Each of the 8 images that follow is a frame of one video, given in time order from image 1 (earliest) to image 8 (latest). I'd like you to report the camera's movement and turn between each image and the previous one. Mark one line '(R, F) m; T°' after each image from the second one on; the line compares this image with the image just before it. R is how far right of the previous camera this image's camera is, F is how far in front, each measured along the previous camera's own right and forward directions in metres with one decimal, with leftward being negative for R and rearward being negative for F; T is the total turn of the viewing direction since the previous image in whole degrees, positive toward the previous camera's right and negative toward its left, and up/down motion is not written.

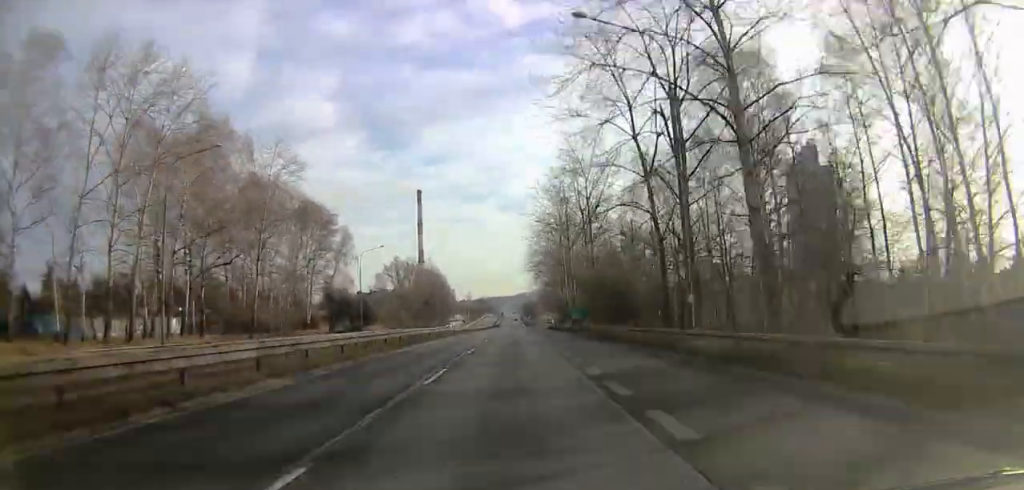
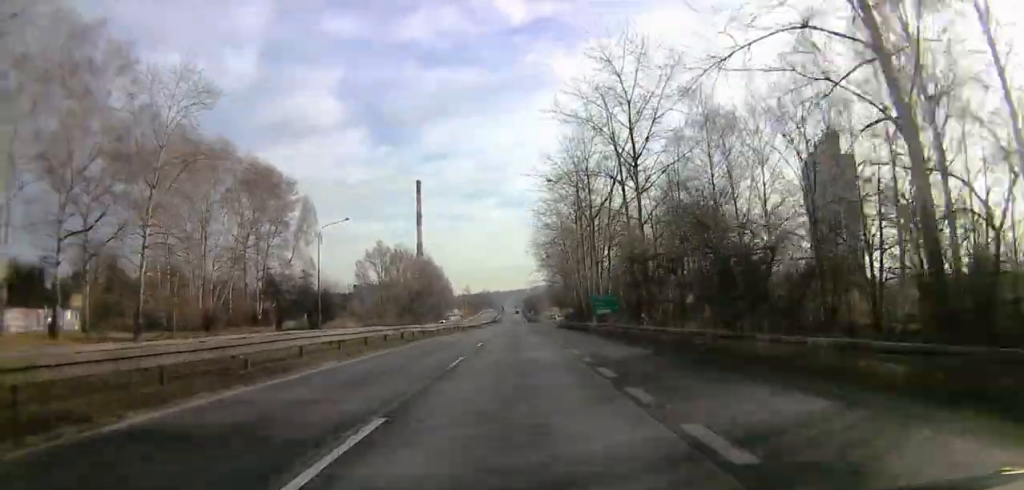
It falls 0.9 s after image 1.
(-0.4, +18.6) m; -2°
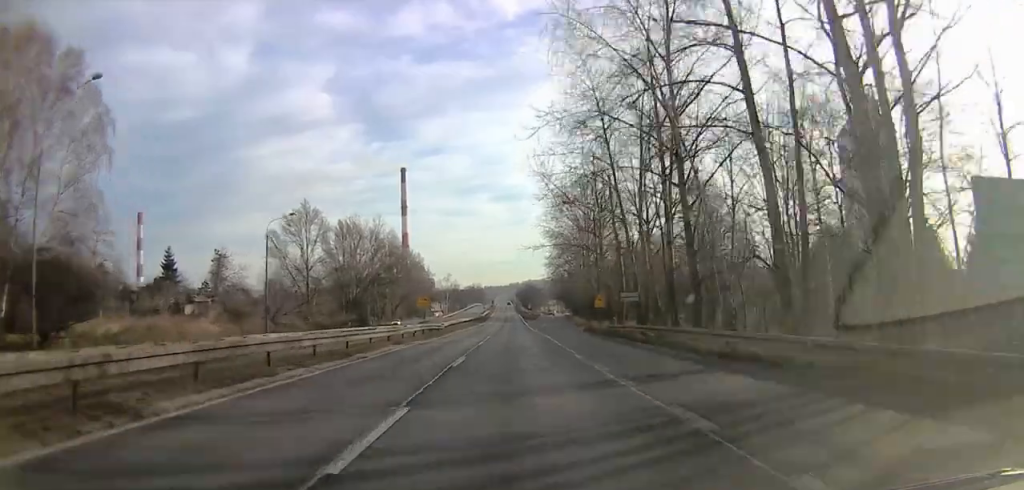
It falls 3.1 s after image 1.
(+0.1, +49.3) m; +1°
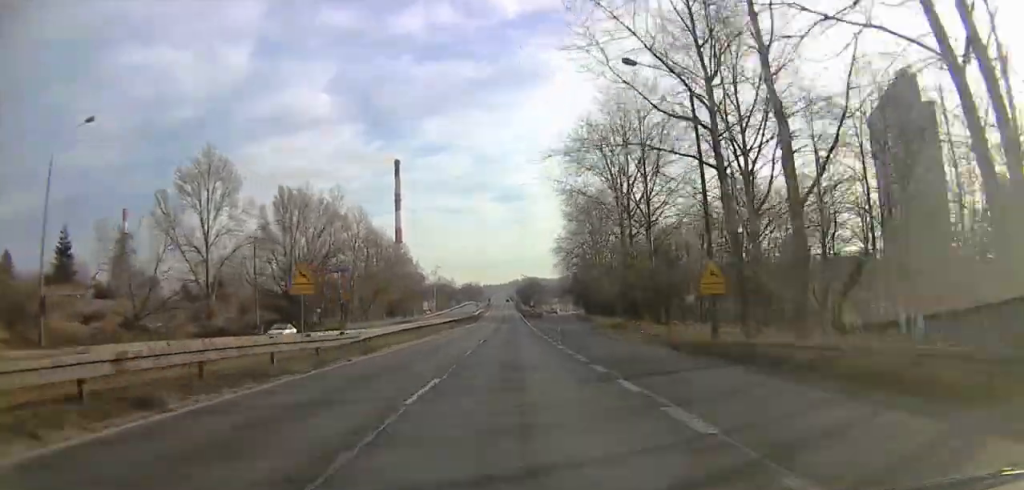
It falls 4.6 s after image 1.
(-0.8, +34.7) m; -2°
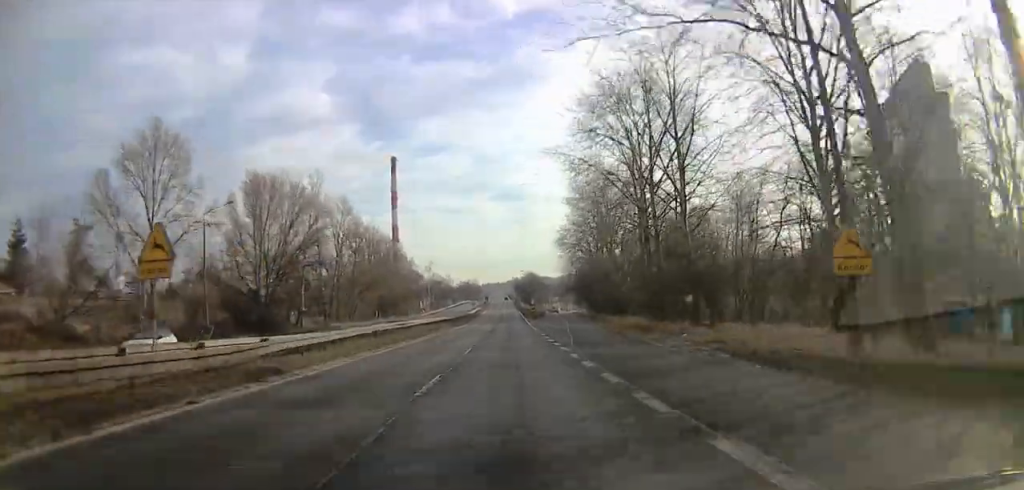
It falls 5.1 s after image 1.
(+0.2, +10.9) m; 0°
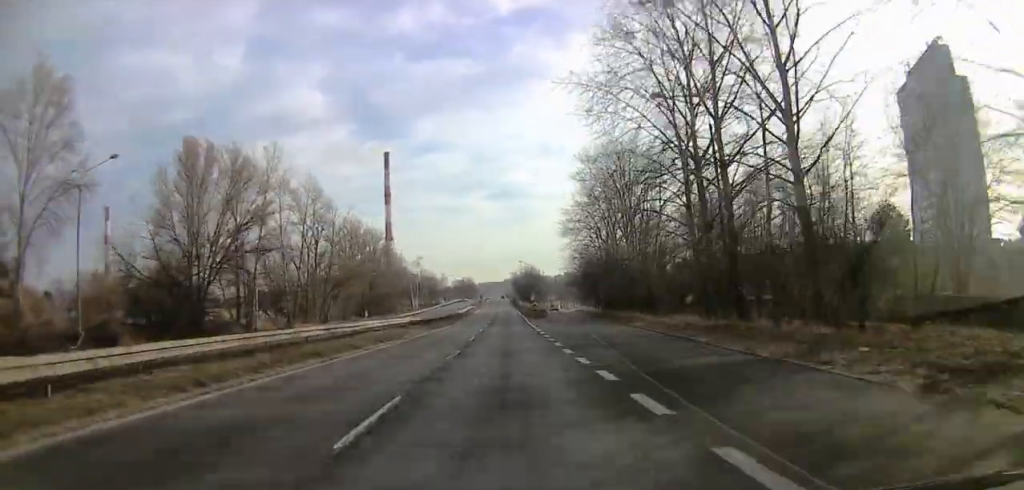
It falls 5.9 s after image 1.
(+0.1, +16.9) m; 0°
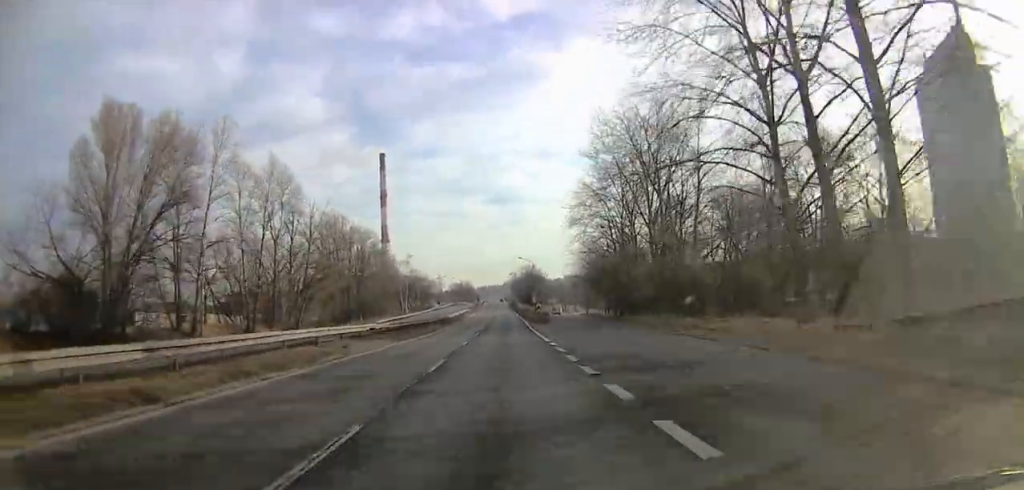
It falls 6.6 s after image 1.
(-0.1, +14.3) m; 0°
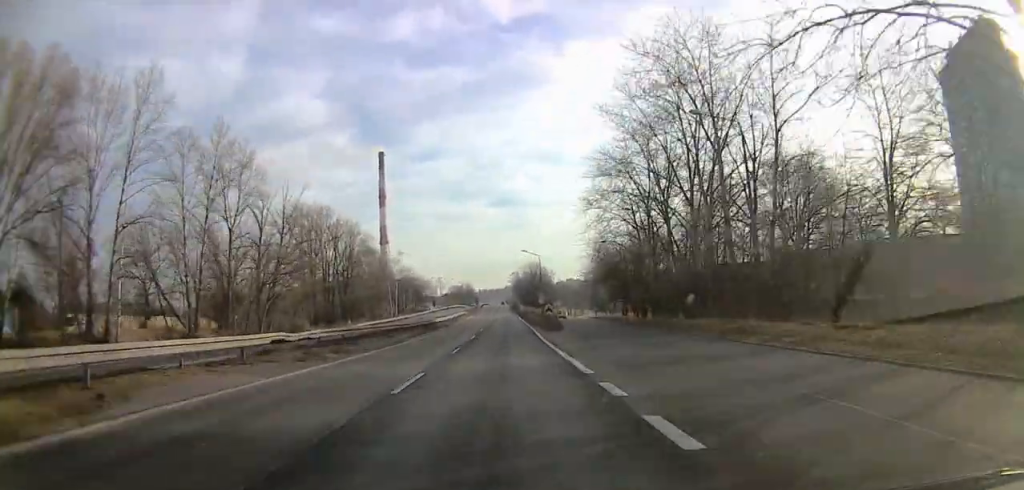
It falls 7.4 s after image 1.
(+0.2, +15.0) m; 0°
